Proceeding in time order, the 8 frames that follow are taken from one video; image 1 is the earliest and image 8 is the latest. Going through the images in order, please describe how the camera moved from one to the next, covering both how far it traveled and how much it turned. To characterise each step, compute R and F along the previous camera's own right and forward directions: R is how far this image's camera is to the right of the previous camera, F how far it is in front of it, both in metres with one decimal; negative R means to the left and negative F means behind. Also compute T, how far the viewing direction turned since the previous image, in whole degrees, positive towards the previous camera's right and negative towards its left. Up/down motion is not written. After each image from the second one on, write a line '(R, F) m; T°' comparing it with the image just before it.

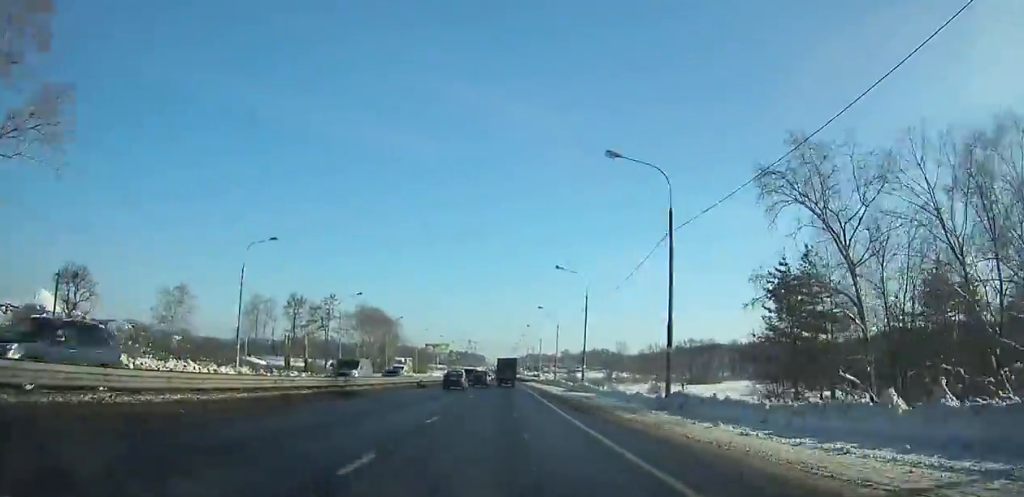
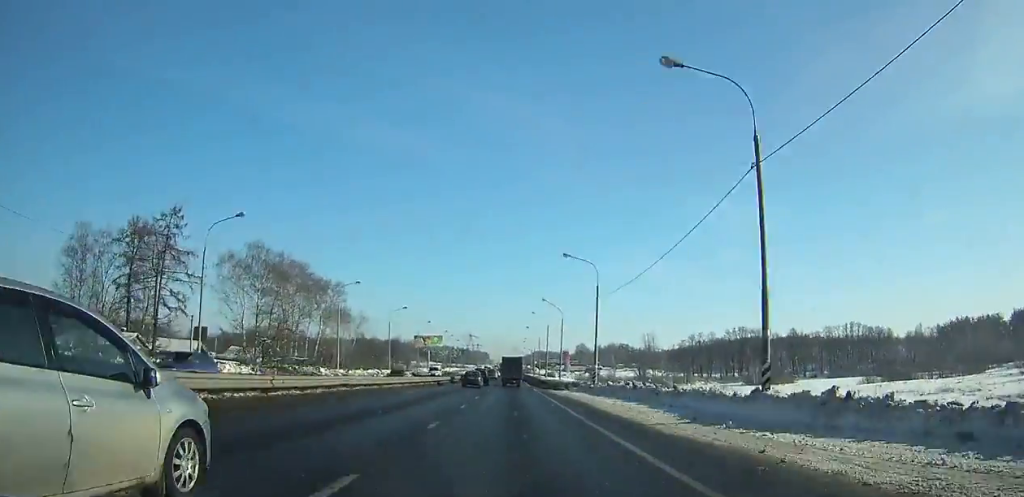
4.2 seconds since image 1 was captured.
(0.0, +66.8) m; 0°
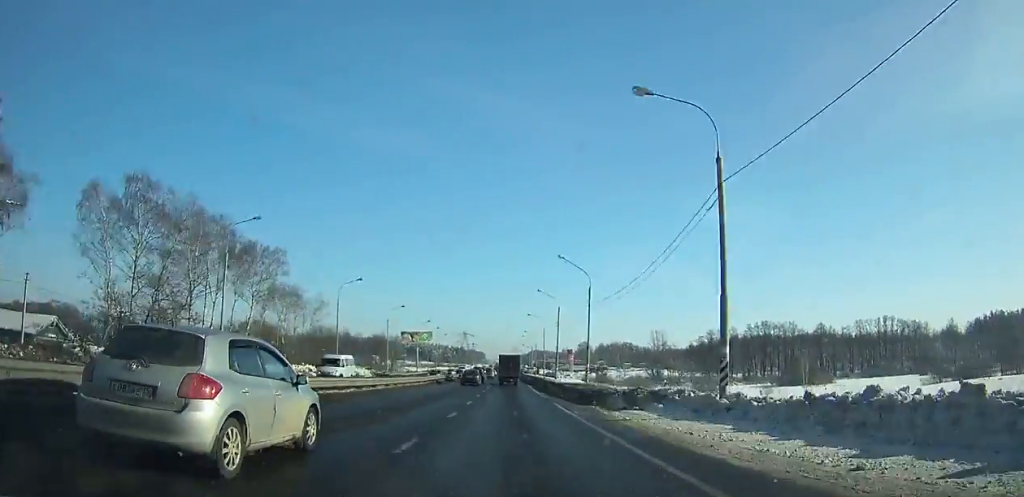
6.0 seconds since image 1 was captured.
(0.0, +28.2) m; 0°
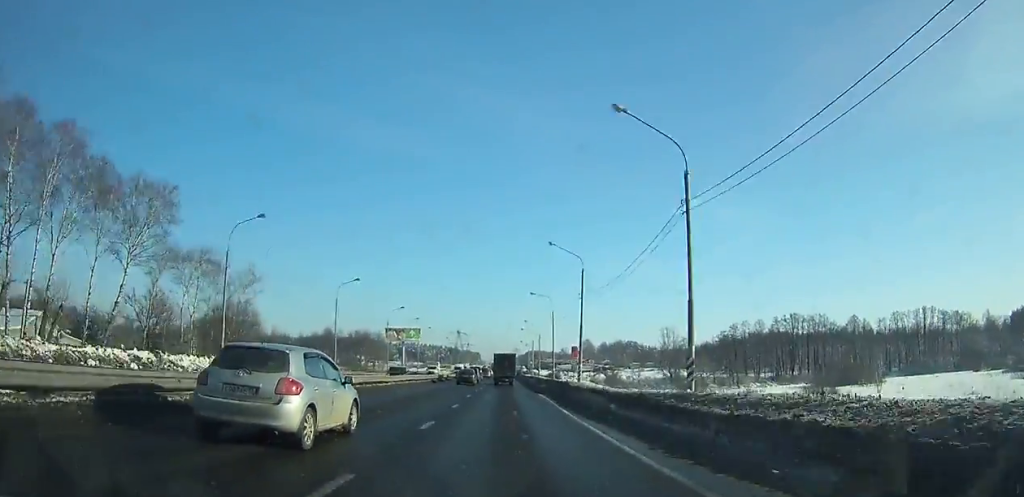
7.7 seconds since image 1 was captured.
(+0.2, +27.3) m; 0°
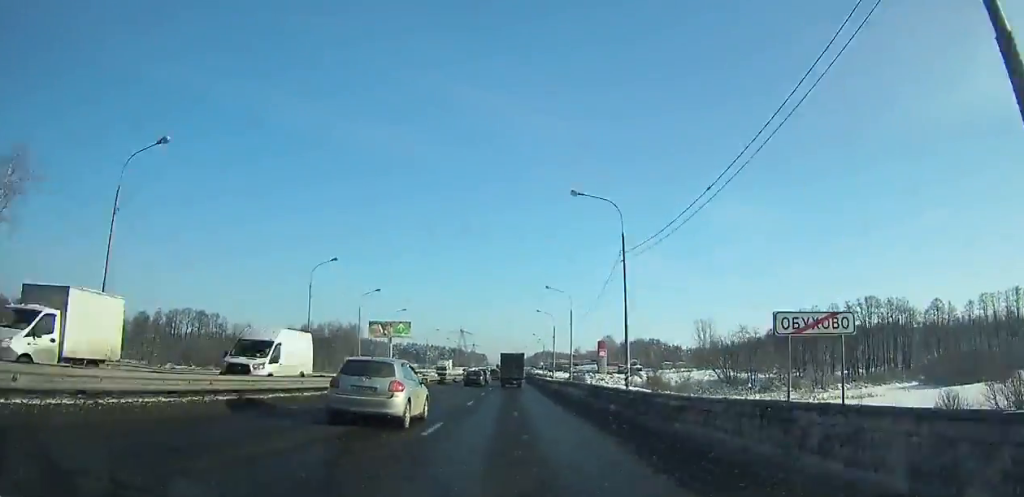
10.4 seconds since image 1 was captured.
(-0.2, +44.7) m; 0°
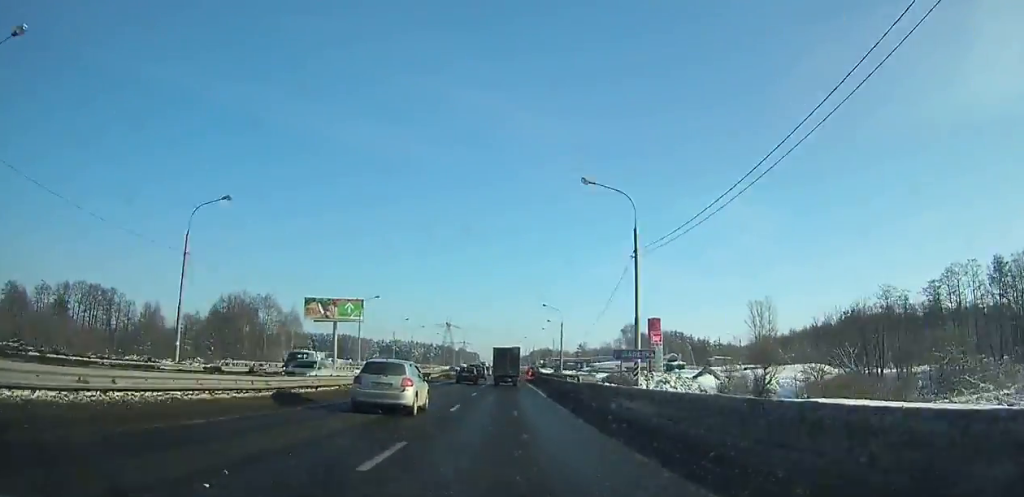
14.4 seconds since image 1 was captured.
(-0.1, +68.8) m; 0°
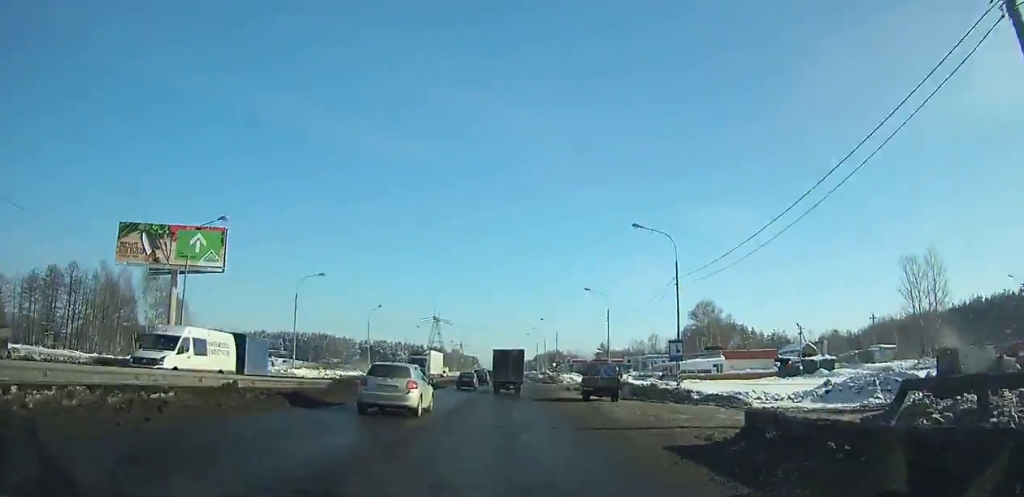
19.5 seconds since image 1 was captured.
(+0.7, +84.2) m; +1°
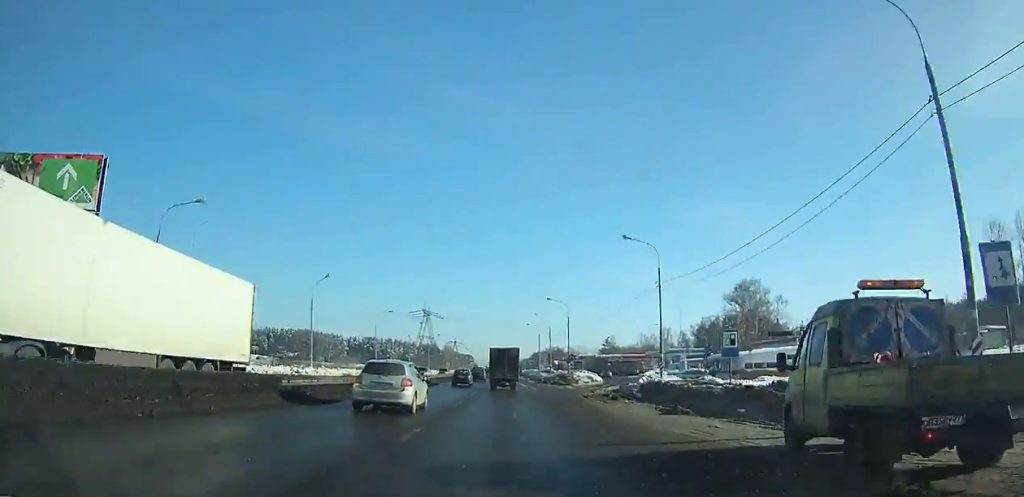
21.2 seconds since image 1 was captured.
(0.0, +27.2) m; 0°
